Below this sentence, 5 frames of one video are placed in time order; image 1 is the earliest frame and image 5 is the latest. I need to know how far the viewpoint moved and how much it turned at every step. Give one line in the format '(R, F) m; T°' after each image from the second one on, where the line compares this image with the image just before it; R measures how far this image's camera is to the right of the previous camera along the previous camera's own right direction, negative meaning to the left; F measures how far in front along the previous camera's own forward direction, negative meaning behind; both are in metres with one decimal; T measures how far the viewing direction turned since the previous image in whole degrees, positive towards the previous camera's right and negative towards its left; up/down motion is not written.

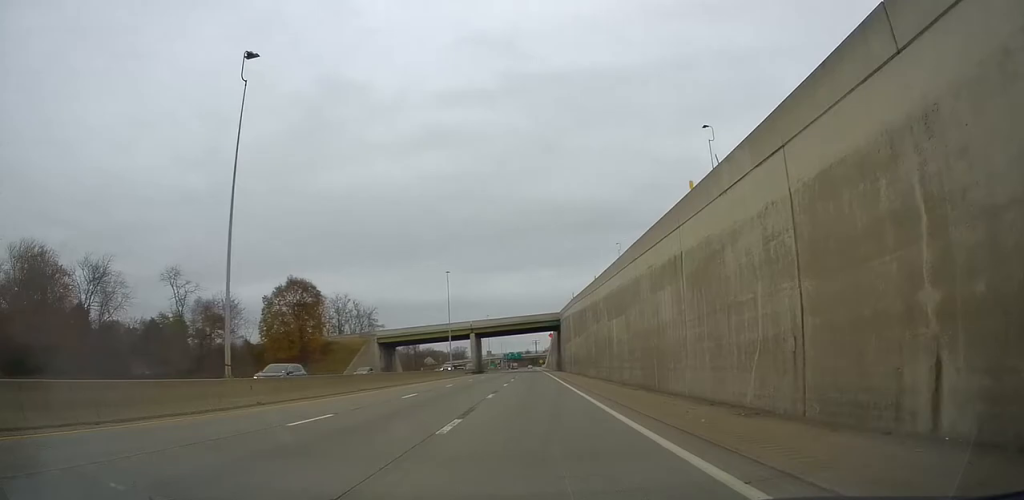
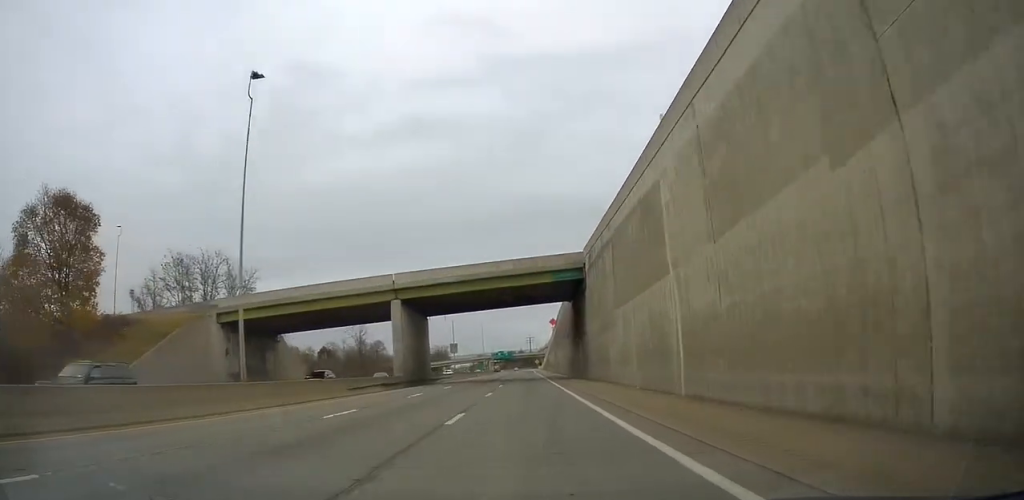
(-2.3, +60.5) m; -2°
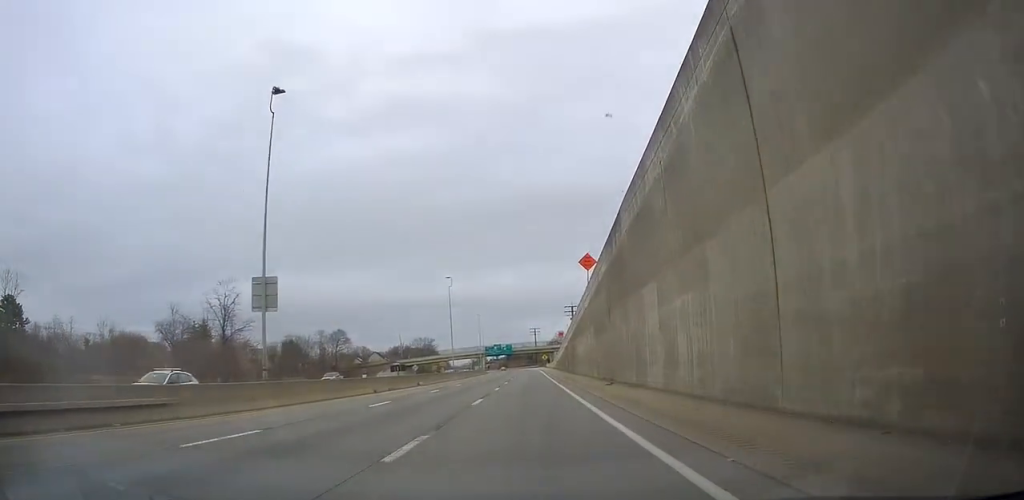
(+0.5, +68.7) m; 0°
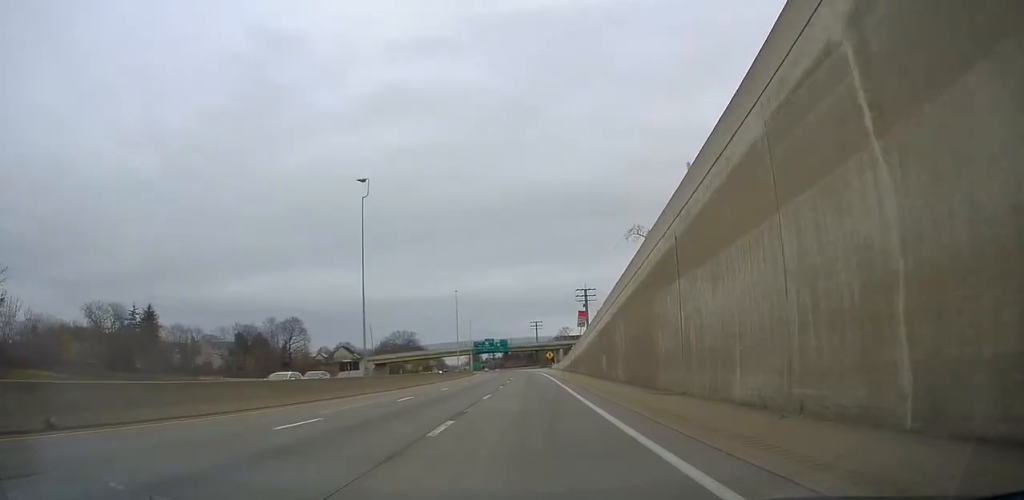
(+0.3, +46.8) m; 0°
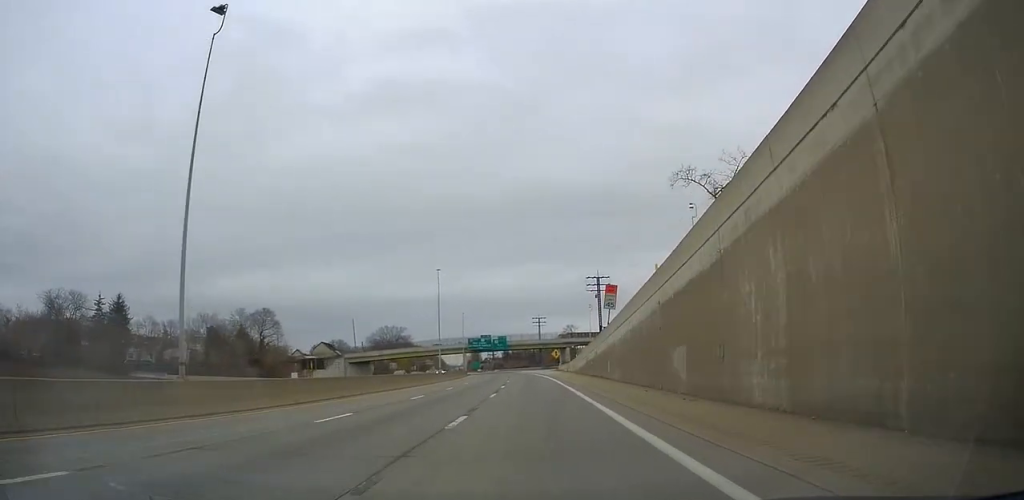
(-0.2, +22.8) m; 0°
